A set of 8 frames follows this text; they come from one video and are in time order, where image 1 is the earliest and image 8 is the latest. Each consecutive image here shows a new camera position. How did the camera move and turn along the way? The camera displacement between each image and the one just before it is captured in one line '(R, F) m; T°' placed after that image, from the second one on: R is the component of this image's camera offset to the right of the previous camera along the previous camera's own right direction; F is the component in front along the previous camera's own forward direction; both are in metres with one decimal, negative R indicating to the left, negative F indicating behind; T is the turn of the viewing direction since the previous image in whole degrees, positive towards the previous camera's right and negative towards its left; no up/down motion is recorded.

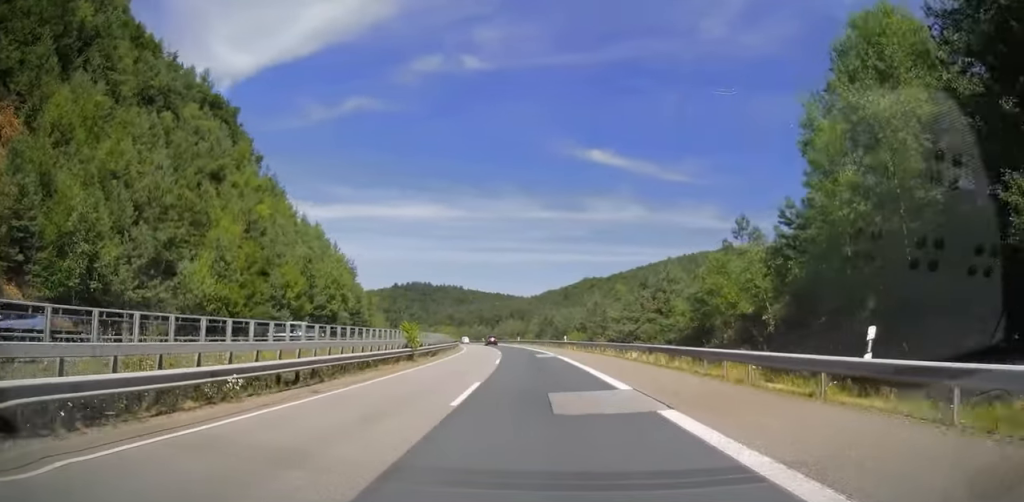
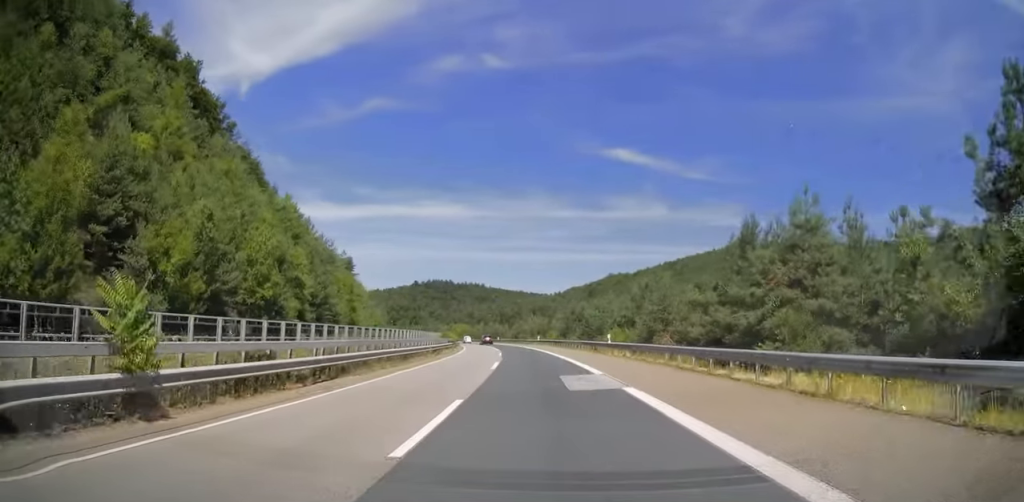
(-0.6, +23.7) m; -2°
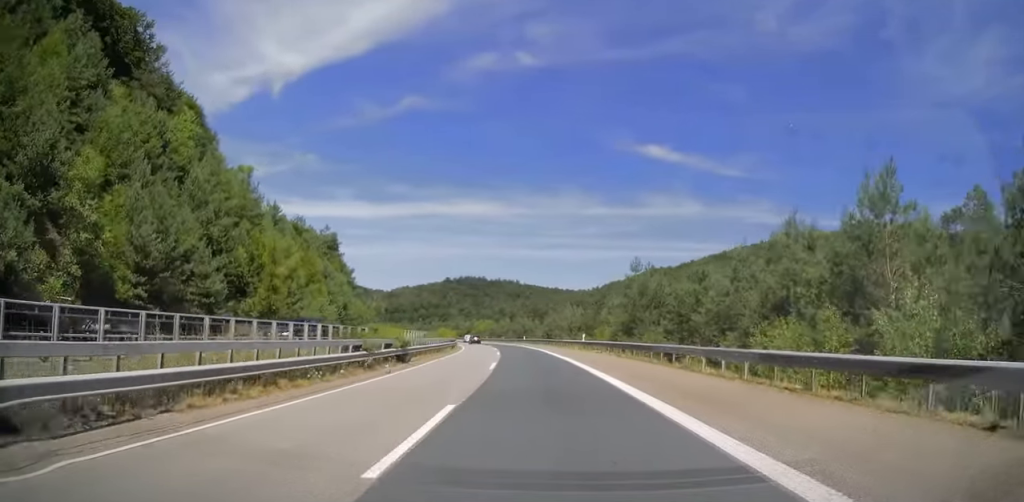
(-1.1, +36.9) m; -4°
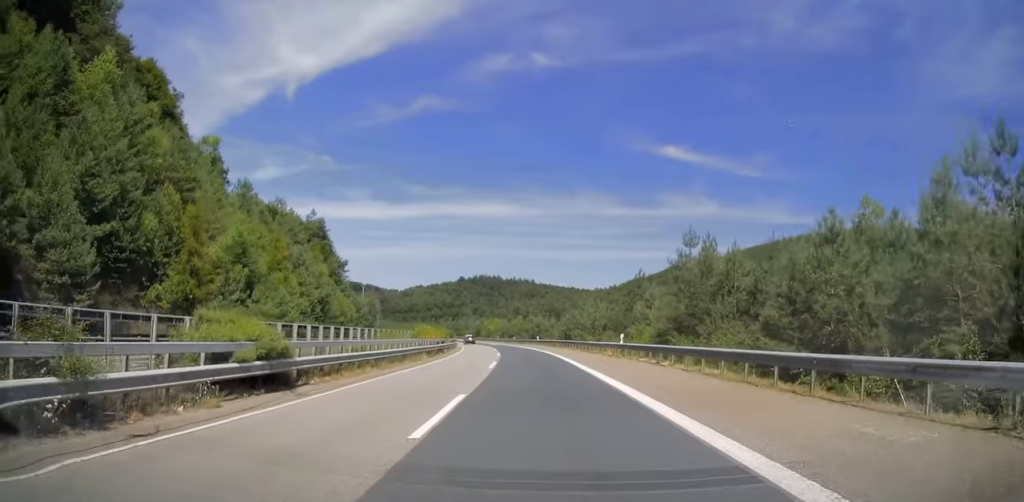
(-0.3, +15.8) m; -1°
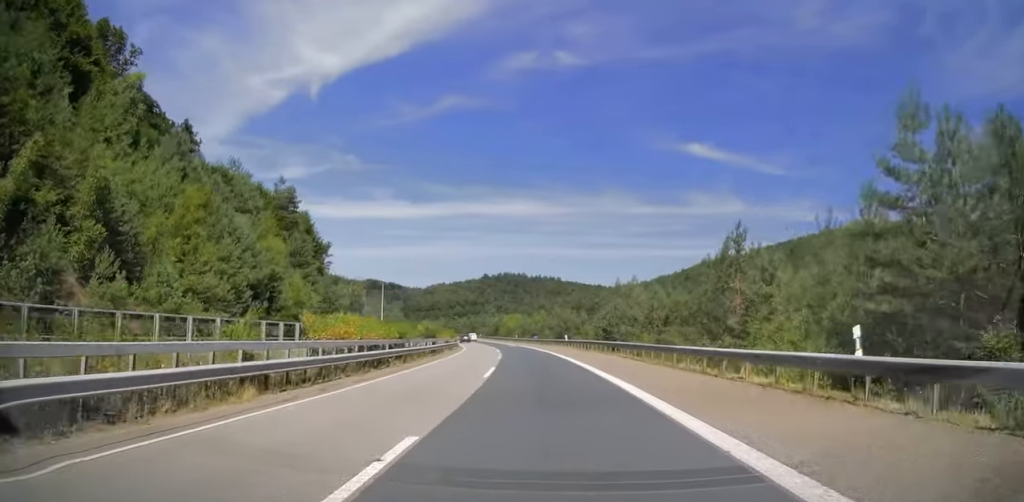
(-0.4, +23.9) m; -2°
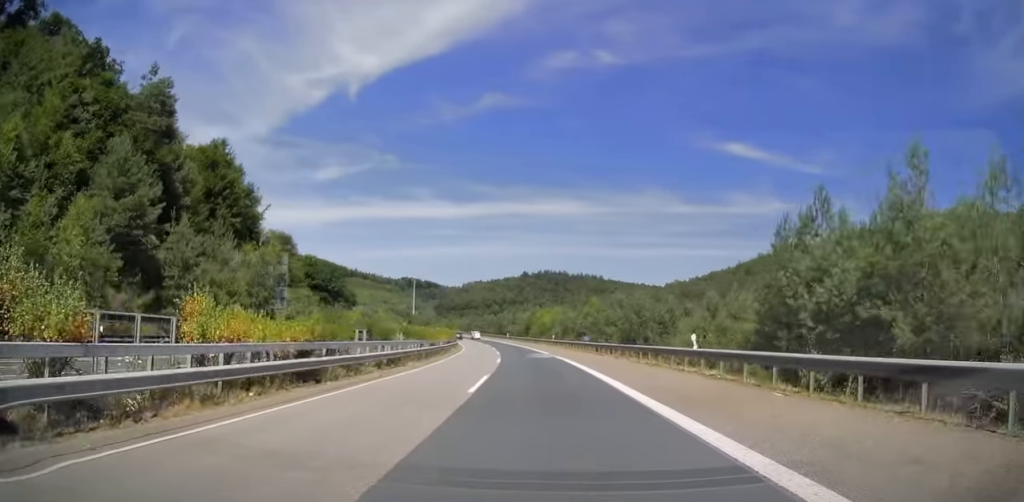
(-1.1, +41.2) m; -5°
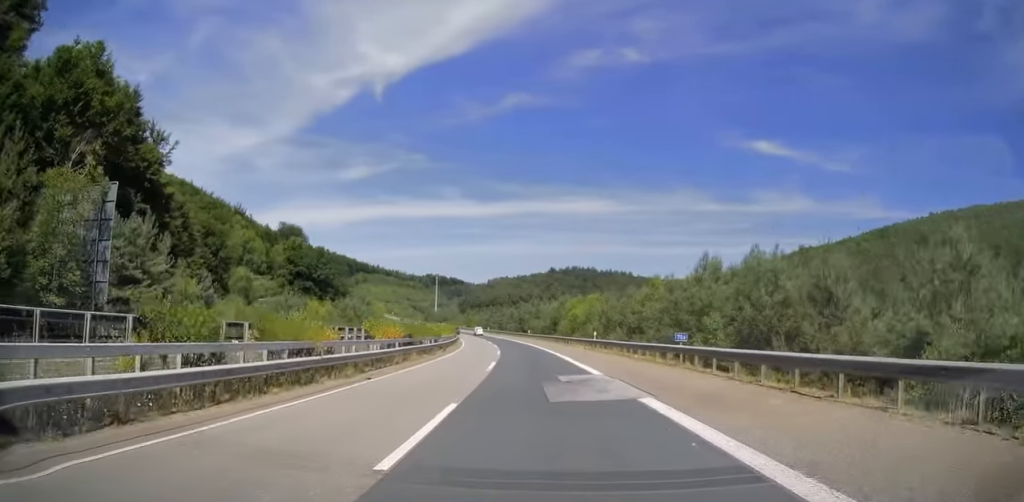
(-1.0, +27.4) m; -3°
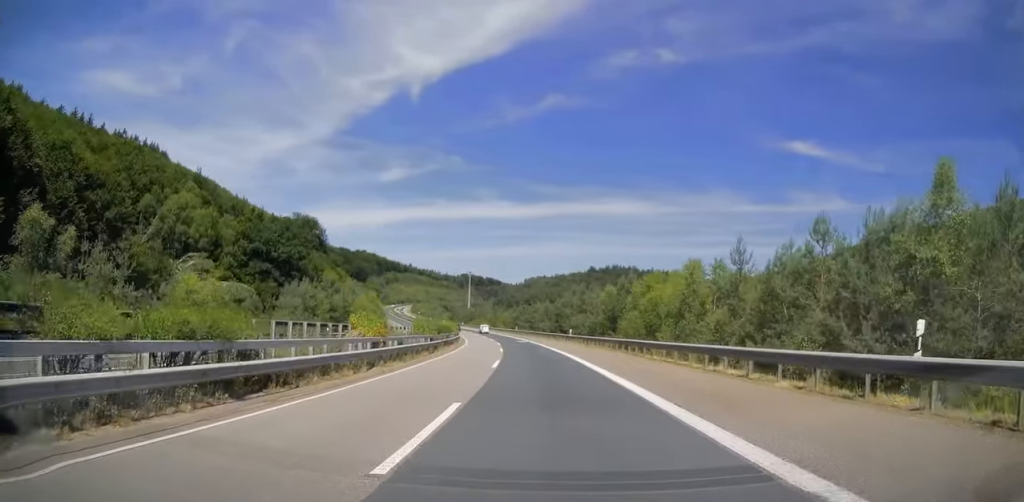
(-0.8, +36.5) m; -3°
